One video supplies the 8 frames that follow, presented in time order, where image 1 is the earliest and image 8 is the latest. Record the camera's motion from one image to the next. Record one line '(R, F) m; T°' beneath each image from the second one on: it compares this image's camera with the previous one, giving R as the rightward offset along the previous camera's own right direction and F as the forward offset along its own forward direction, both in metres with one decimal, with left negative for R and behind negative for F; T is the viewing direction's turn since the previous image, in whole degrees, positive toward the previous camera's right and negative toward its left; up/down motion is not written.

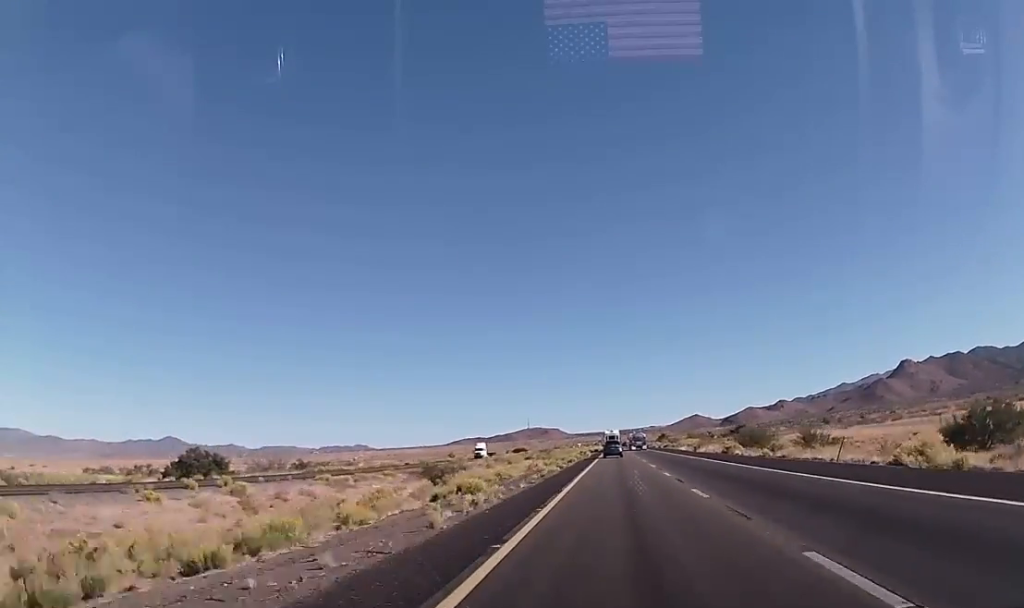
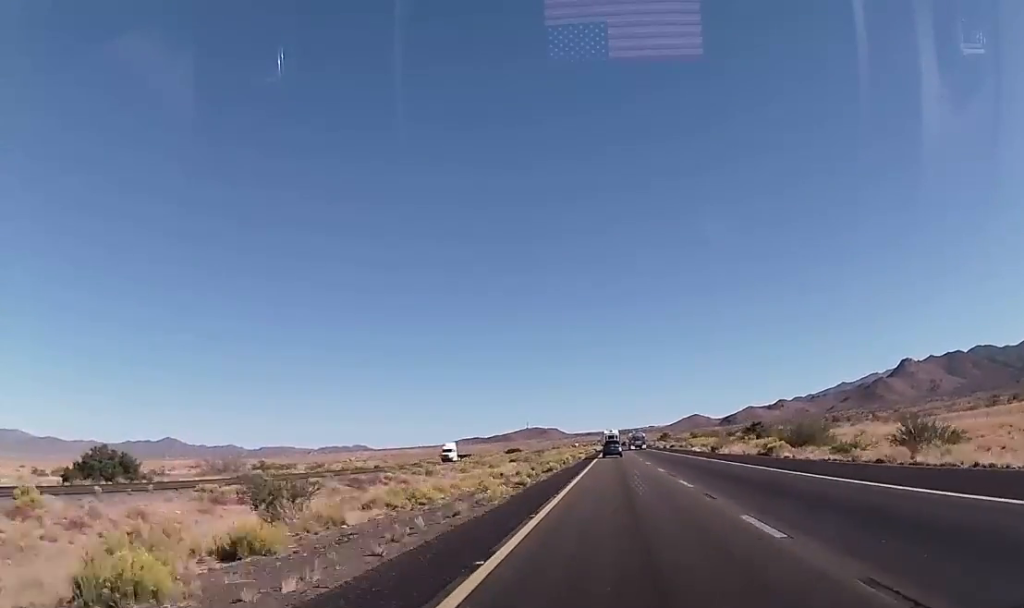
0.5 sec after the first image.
(-0.3, +20.1) m; 0°
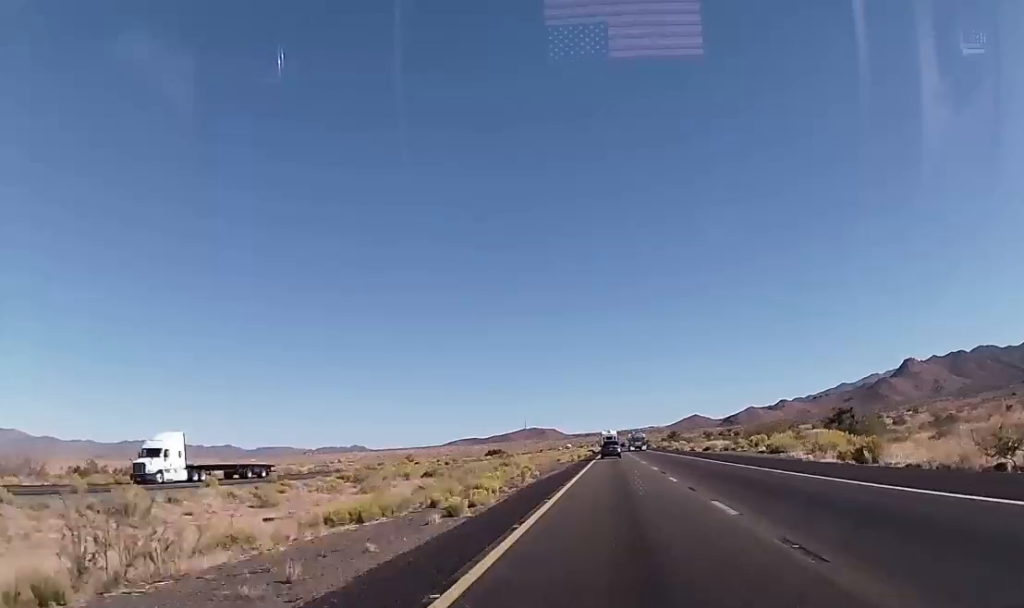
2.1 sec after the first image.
(+0.3, +57.9) m; +1°
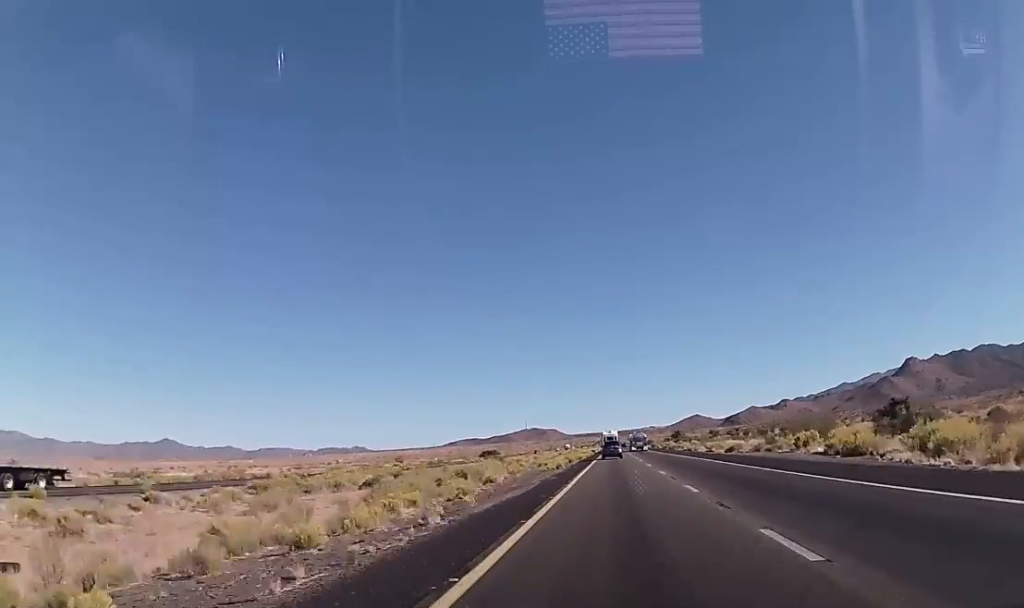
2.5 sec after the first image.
(0.0, +17.6) m; 0°
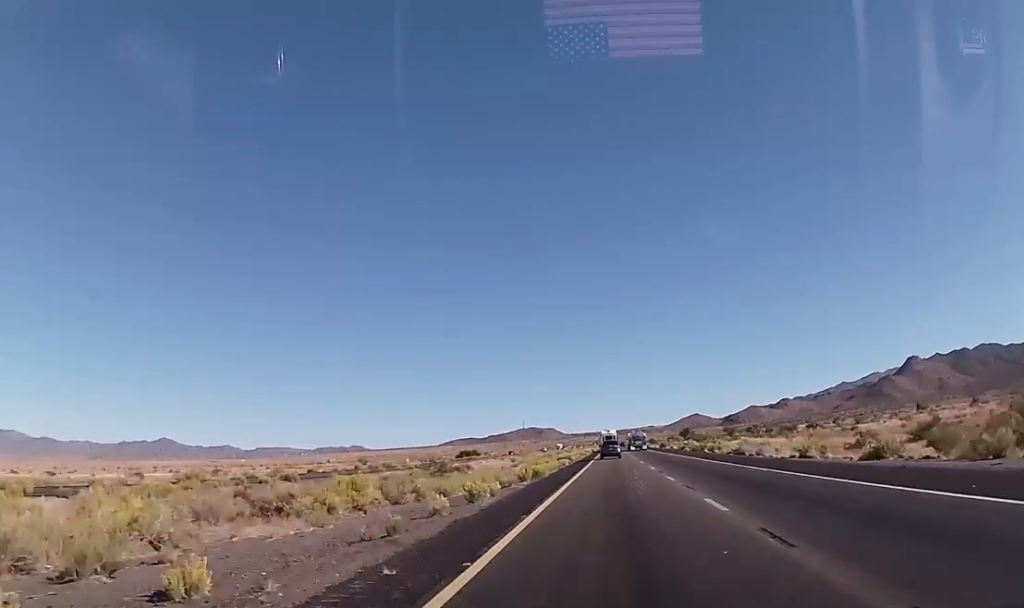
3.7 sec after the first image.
(0.0, +42.8) m; 0°
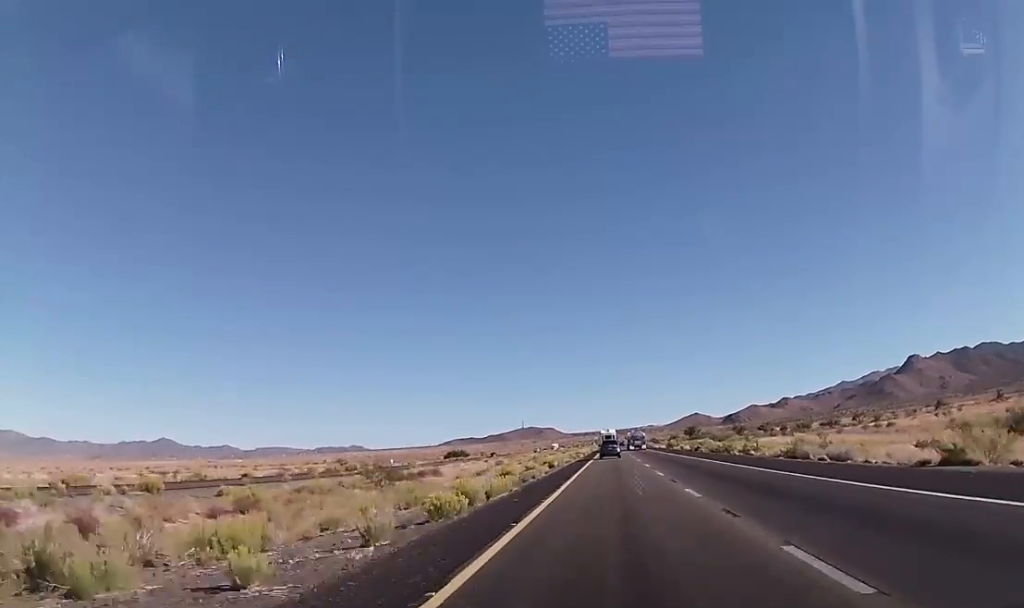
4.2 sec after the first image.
(-0.1, +20.1) m; 0°
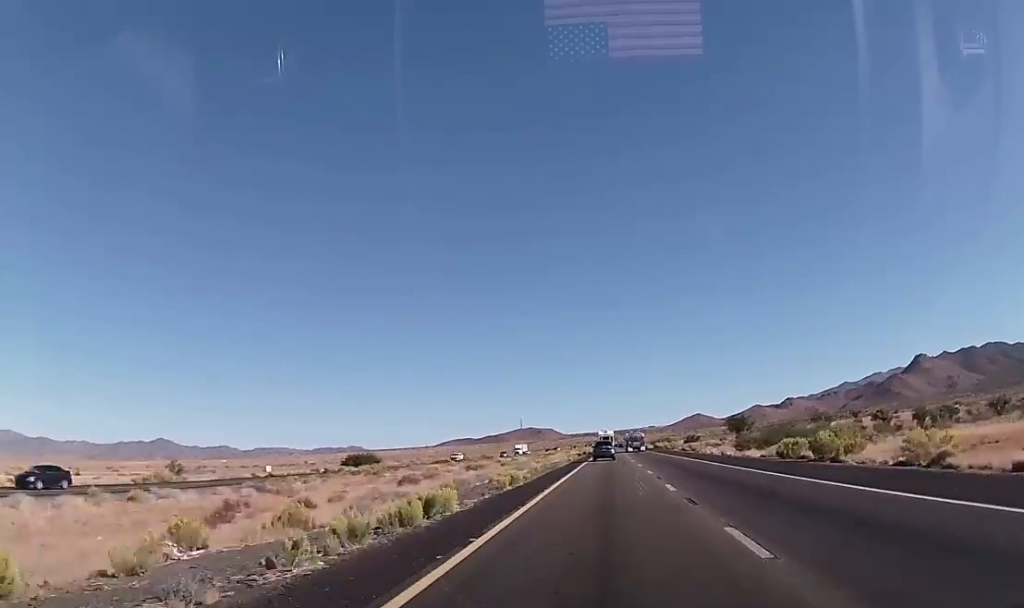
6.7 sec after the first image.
(0.0, +95.5) m; 0°
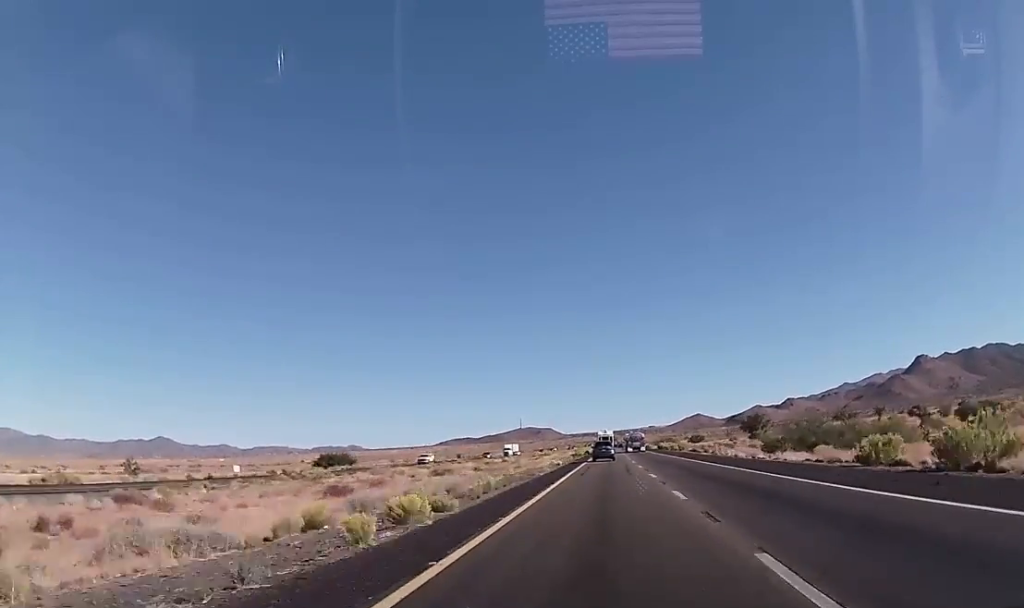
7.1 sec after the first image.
(0.0, +15.1) m; 0°
